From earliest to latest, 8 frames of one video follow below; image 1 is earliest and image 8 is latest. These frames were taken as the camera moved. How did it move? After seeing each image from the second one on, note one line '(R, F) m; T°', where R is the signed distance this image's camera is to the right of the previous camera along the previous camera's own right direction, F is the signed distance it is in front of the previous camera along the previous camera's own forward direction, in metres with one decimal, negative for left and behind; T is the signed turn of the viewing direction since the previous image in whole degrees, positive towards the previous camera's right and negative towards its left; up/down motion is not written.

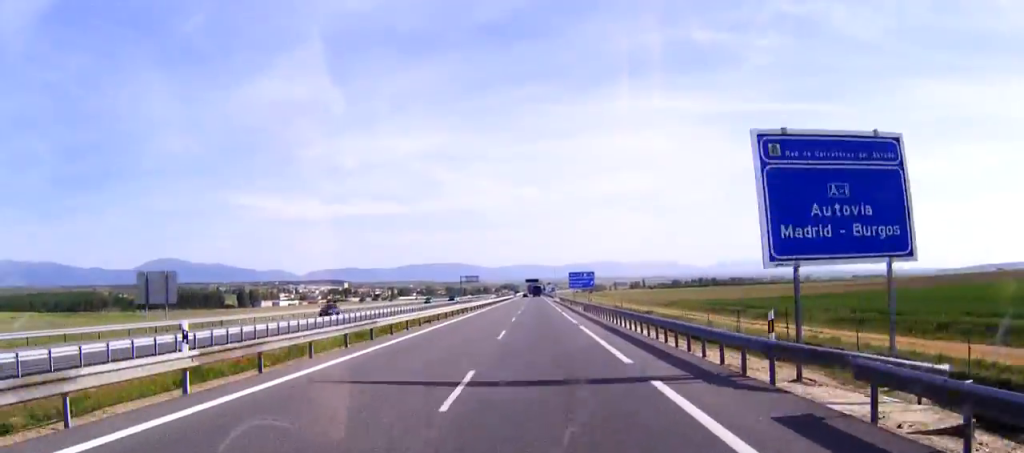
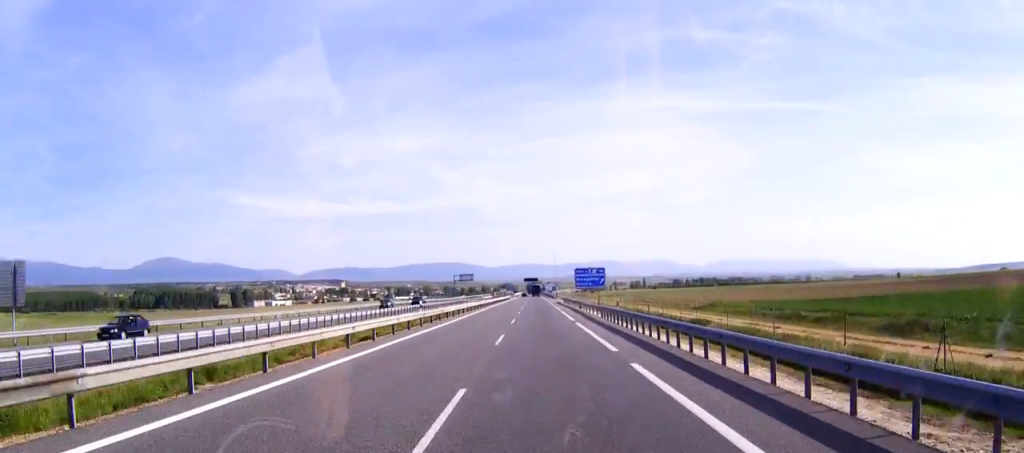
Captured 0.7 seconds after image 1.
(0.0, +20.0) m; 0°
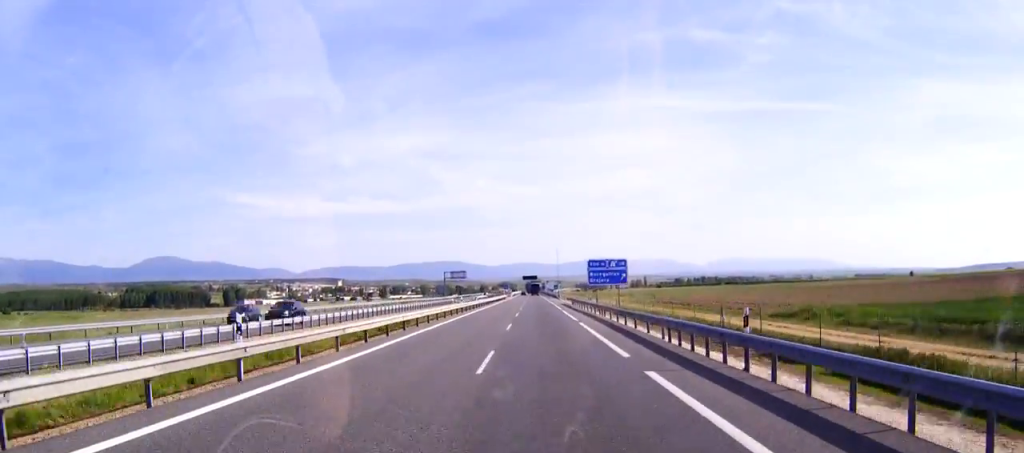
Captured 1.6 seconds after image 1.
(0.0, +25.7) m; 0°
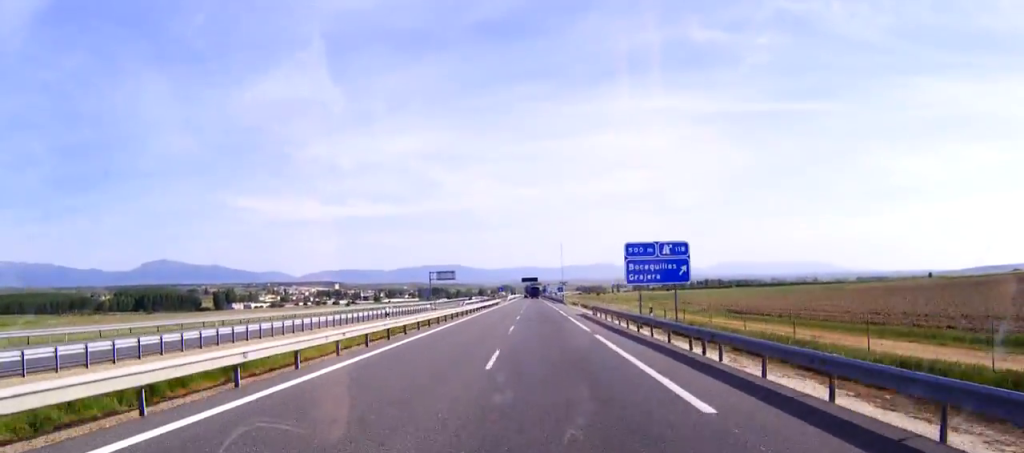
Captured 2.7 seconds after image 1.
(+0.1, +32.4) m; 0°
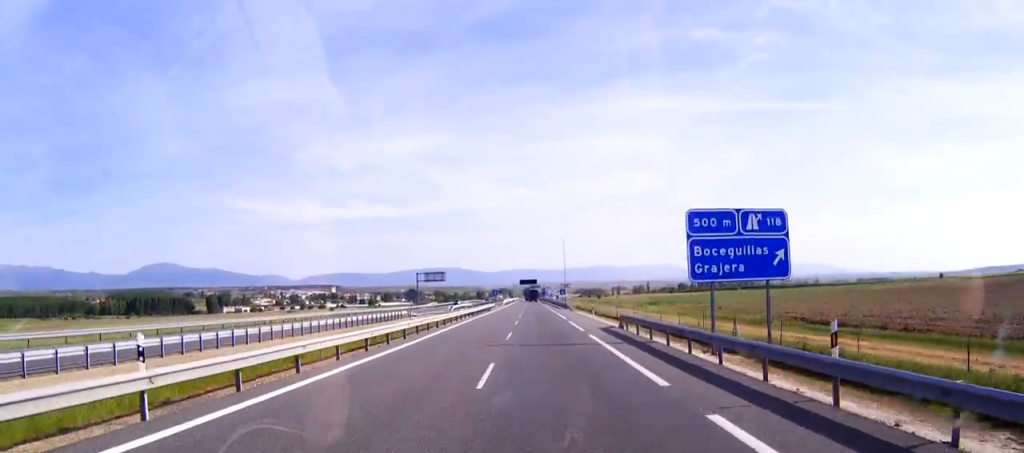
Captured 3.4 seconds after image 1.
(0.0, +20.0) m; 0°
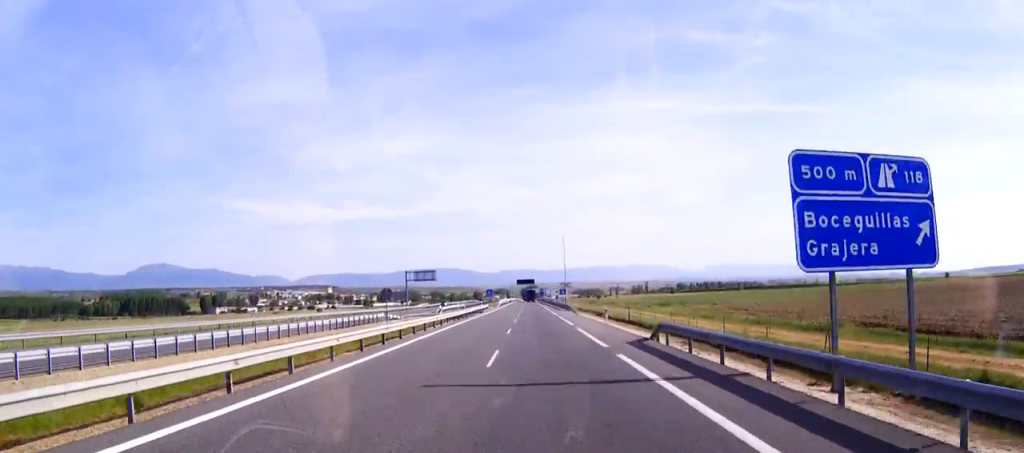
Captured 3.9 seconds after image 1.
(0.0, +12.4) m; 0°
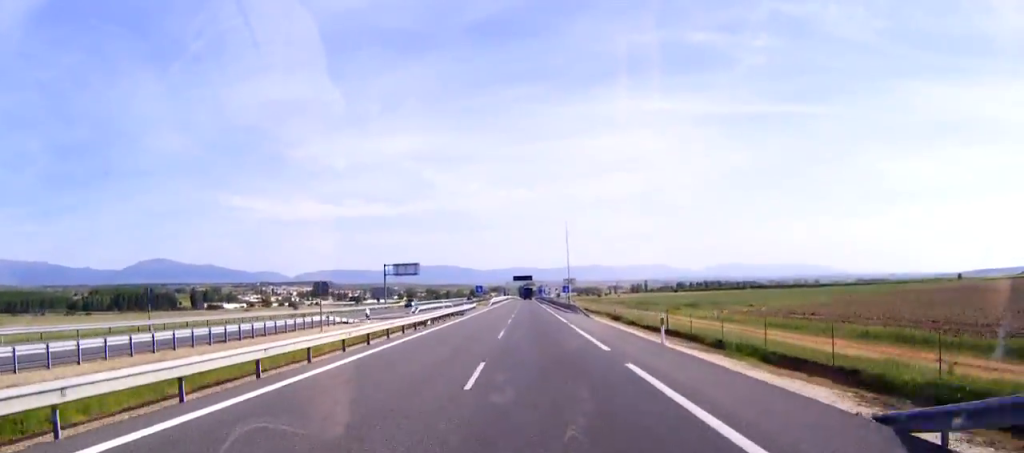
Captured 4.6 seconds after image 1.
(0.0, +21.9) m; 0°
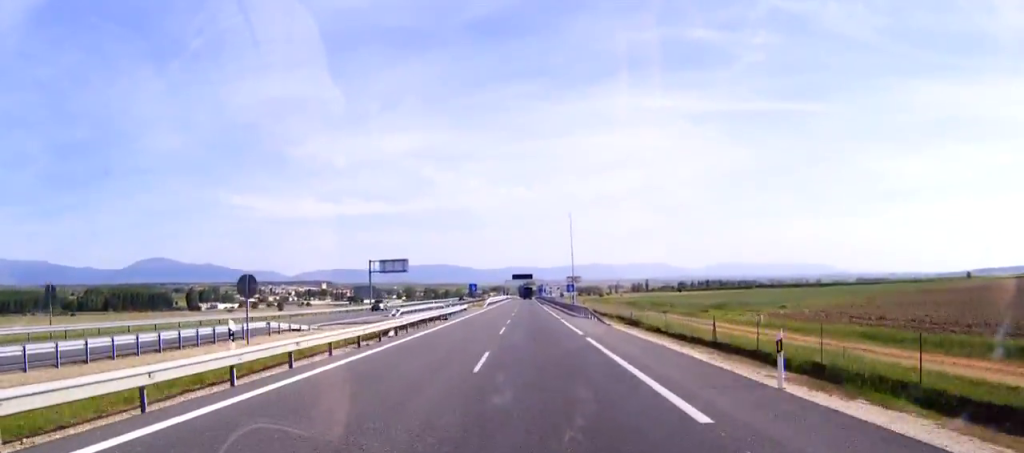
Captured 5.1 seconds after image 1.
(0.0, +13.4) m; 0°
